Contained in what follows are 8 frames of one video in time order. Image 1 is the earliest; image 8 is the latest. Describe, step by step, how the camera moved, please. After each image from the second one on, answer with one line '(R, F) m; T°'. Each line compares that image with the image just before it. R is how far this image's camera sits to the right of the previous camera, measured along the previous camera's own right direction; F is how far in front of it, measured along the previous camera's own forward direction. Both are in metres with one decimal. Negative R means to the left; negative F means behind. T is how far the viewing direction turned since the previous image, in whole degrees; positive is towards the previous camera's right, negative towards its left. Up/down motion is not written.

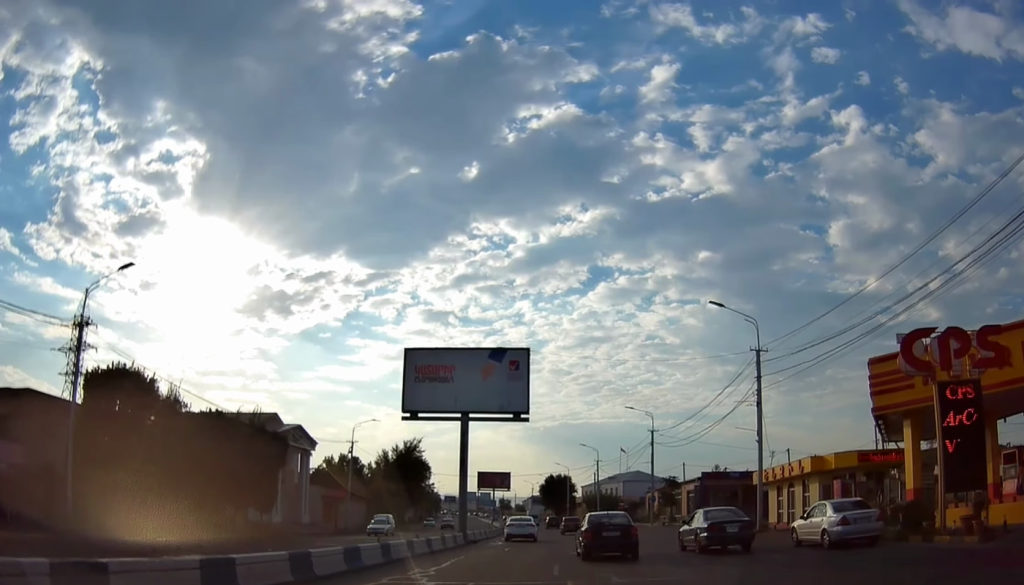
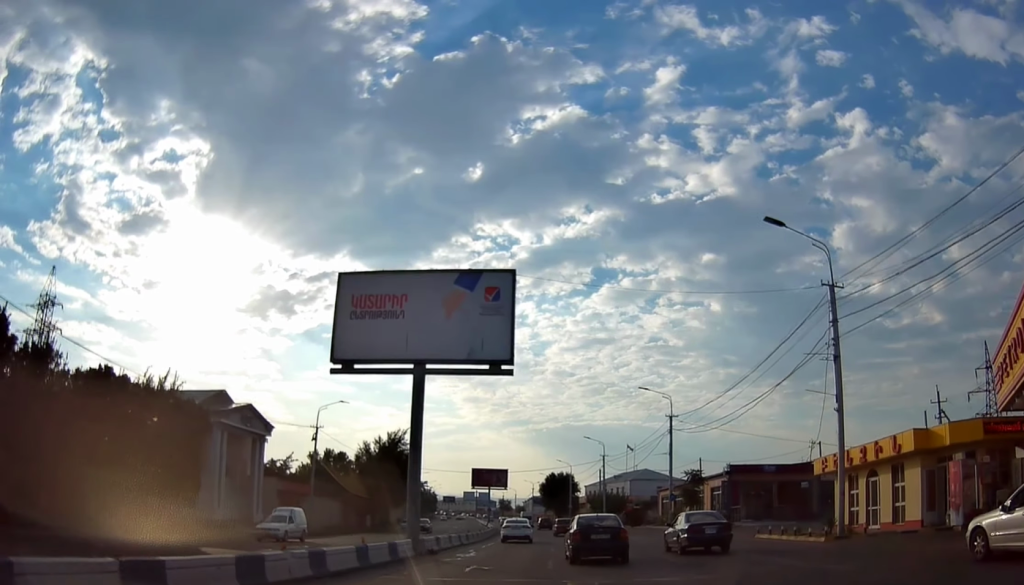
(-0.1, +10.4) m; -1°
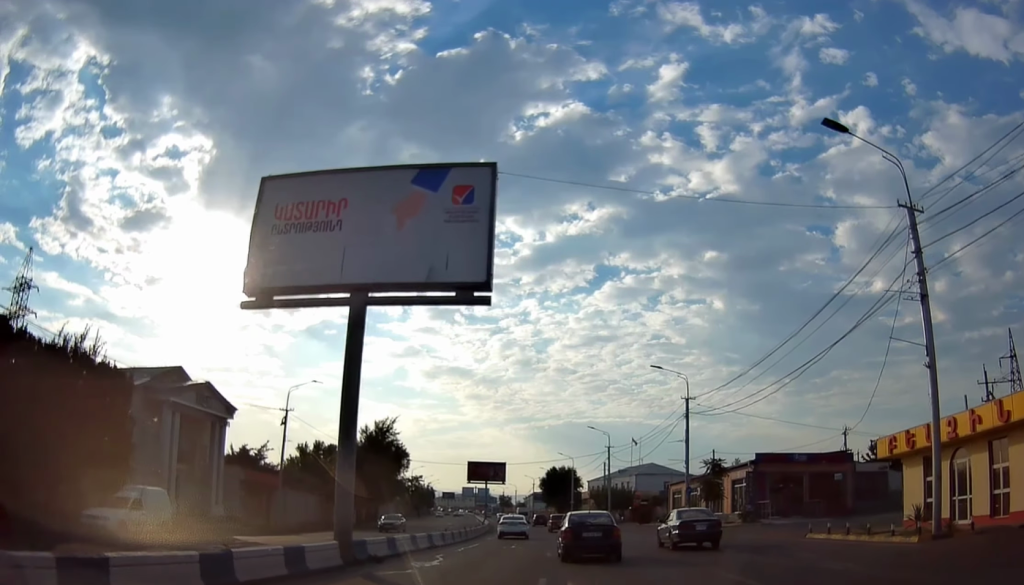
(-0.1, +7.2) m; 0°
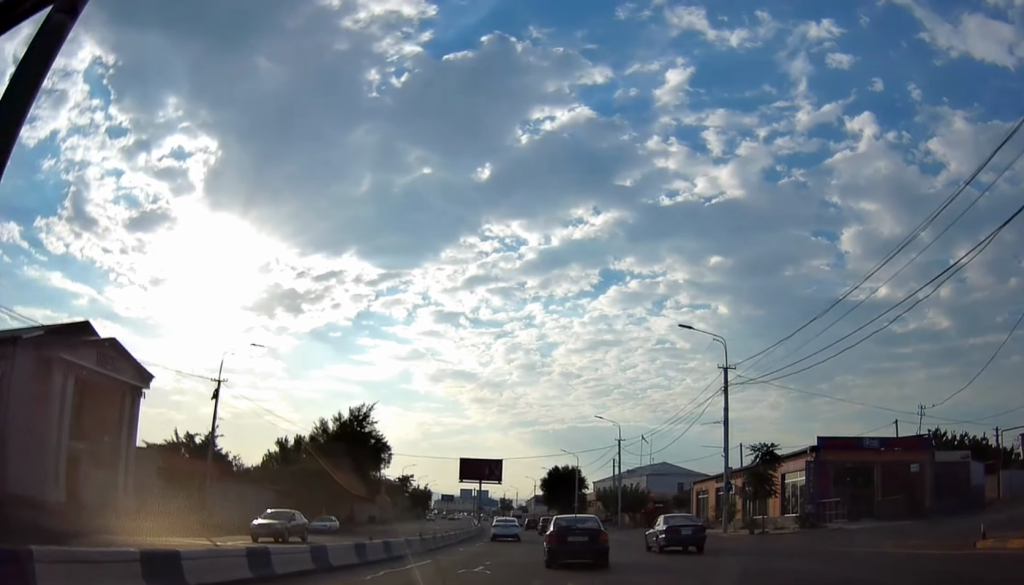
(0.0, +11.2) m; 0°
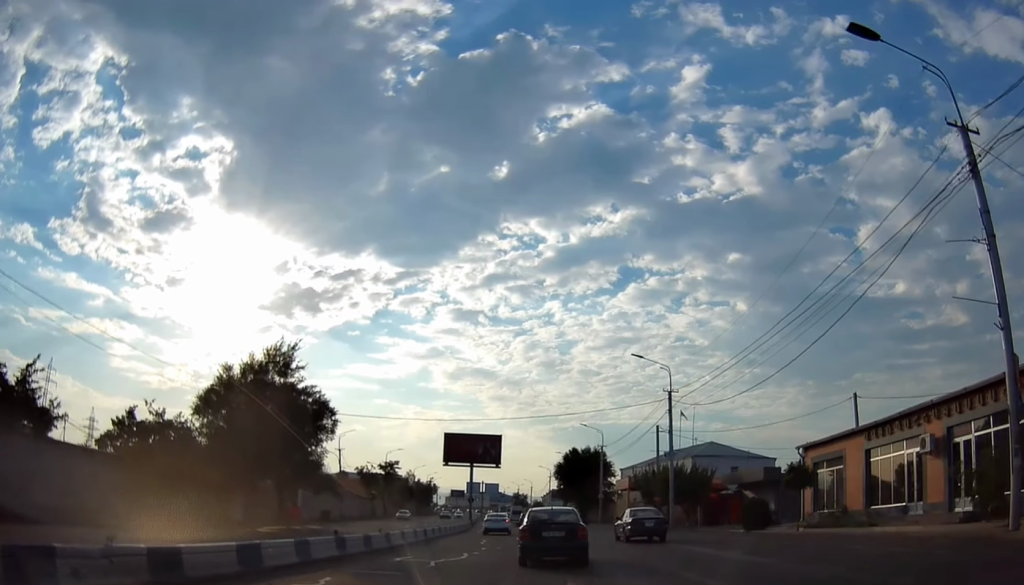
(+0.2, +25.4) m; -1°
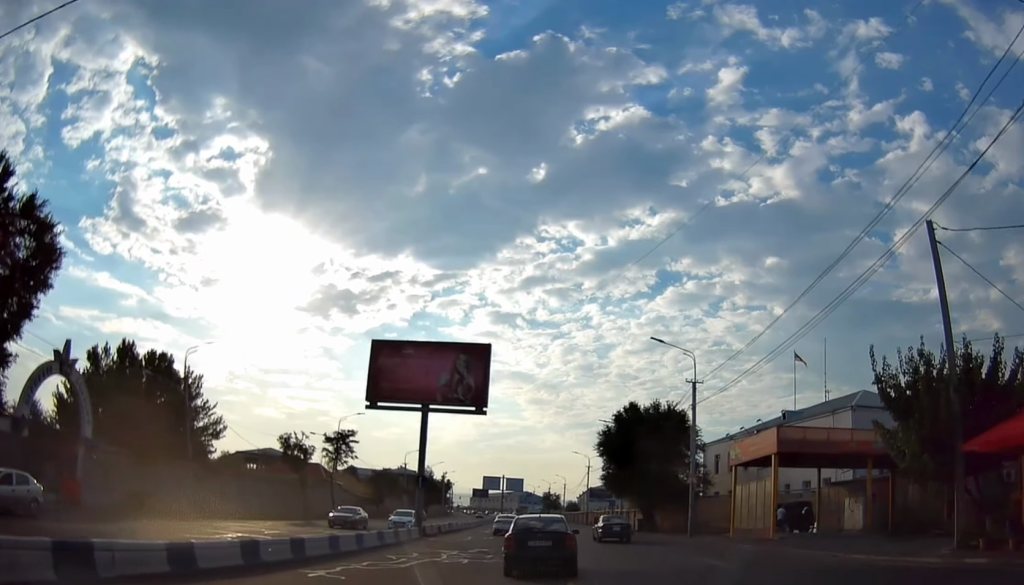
(-1.7, +39.7) m; -5°
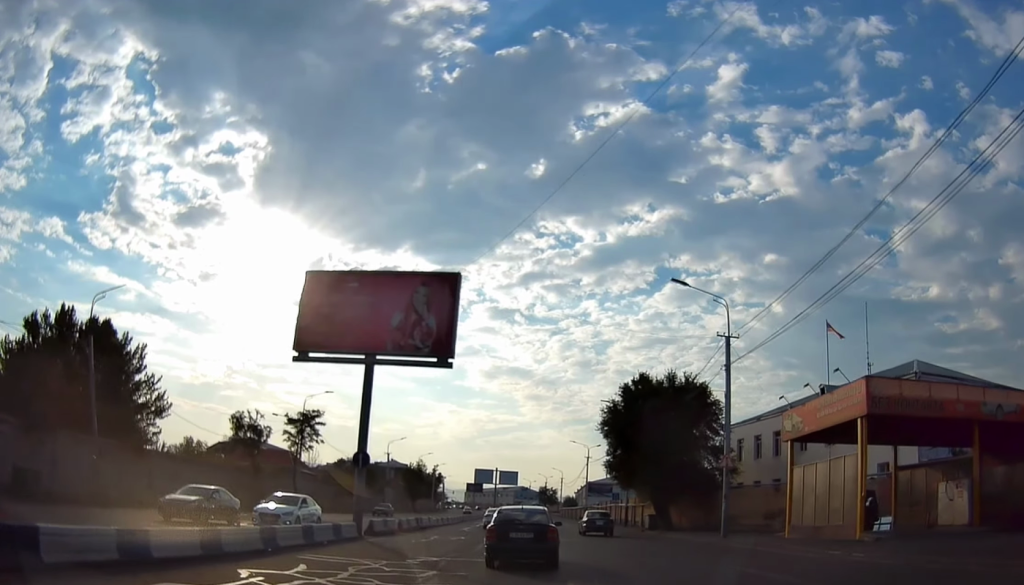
(-0.3, +9.5) m; 0°
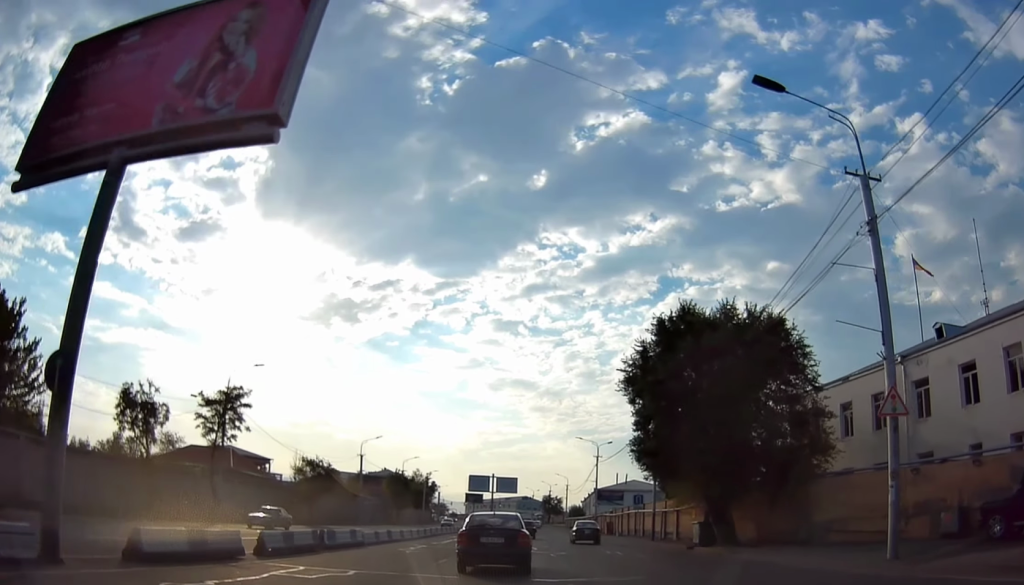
(+0.3, +16.1) m; 0°
